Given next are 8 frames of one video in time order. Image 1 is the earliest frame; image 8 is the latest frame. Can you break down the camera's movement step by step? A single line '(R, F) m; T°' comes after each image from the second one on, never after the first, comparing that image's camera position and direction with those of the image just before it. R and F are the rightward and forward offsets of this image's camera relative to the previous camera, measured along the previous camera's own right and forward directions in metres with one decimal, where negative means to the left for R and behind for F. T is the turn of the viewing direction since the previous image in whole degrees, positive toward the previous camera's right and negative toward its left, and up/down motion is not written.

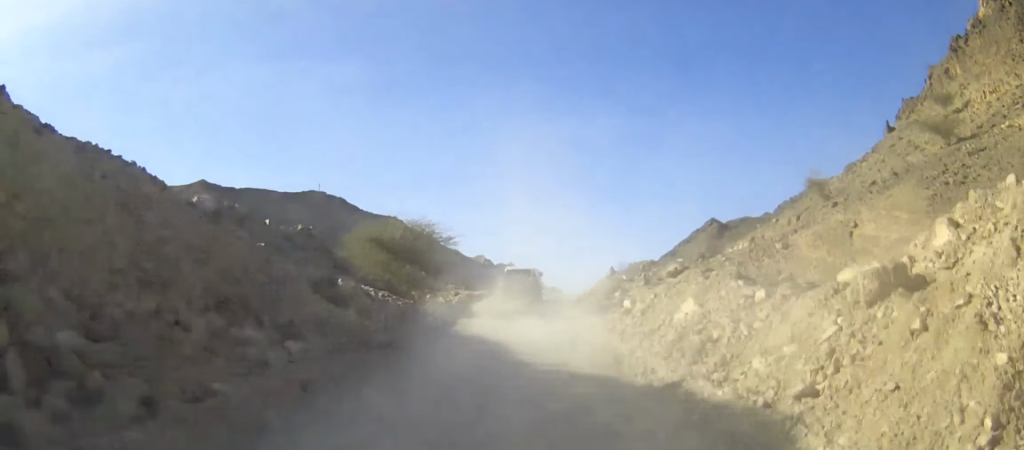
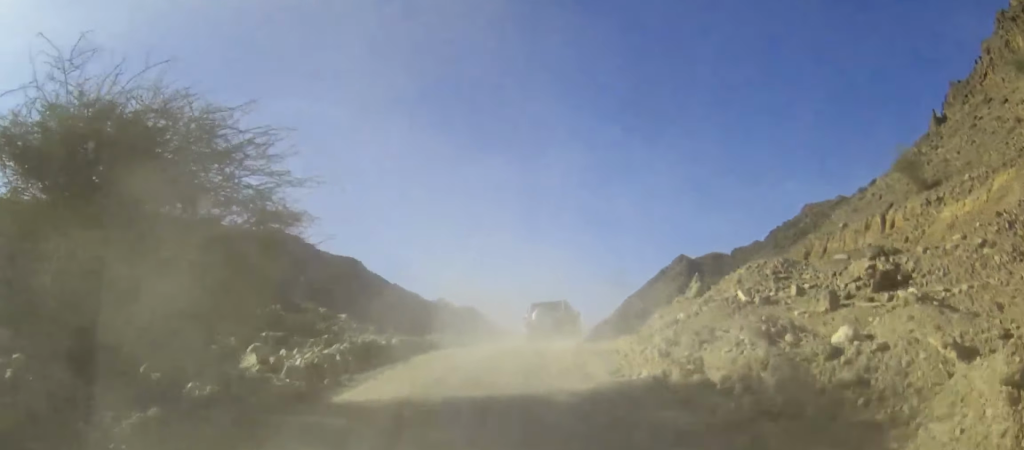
(+0.4, +21.1) m; +3°
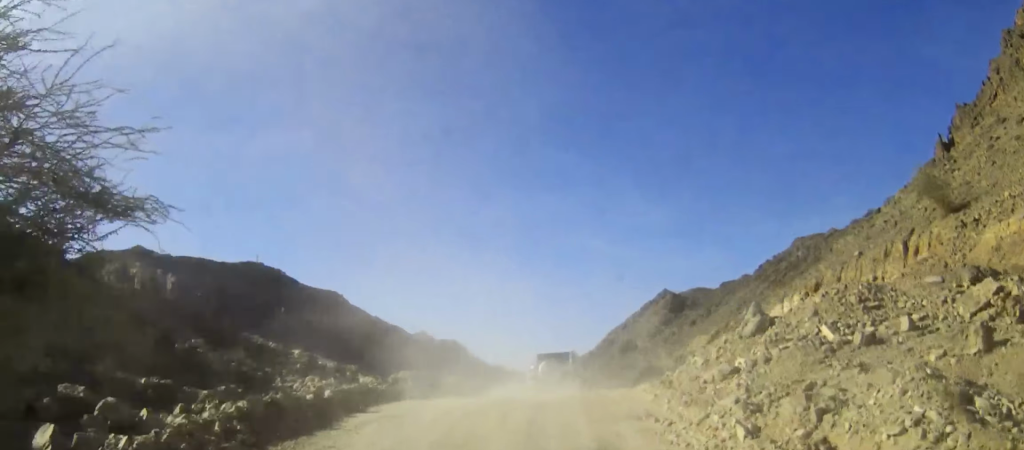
(0.0, +6.0) m; +2°
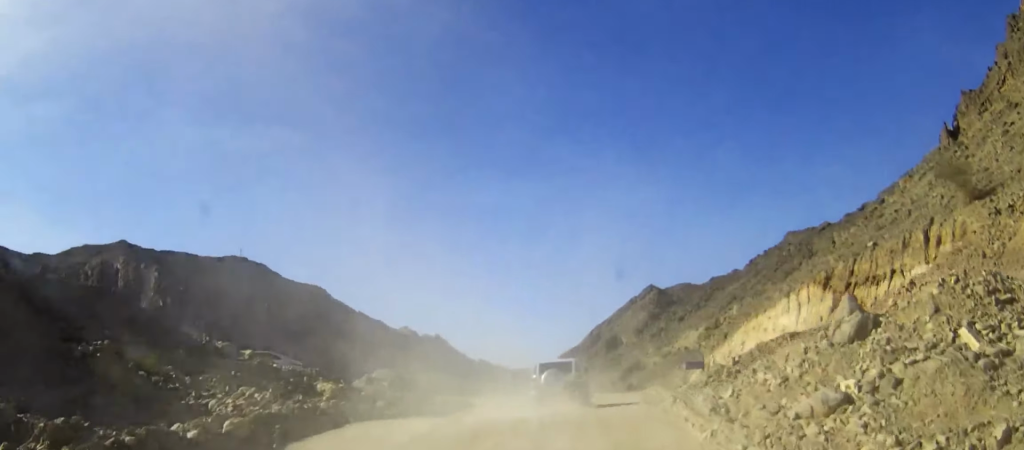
(+0.1, +4.5) m; +2°
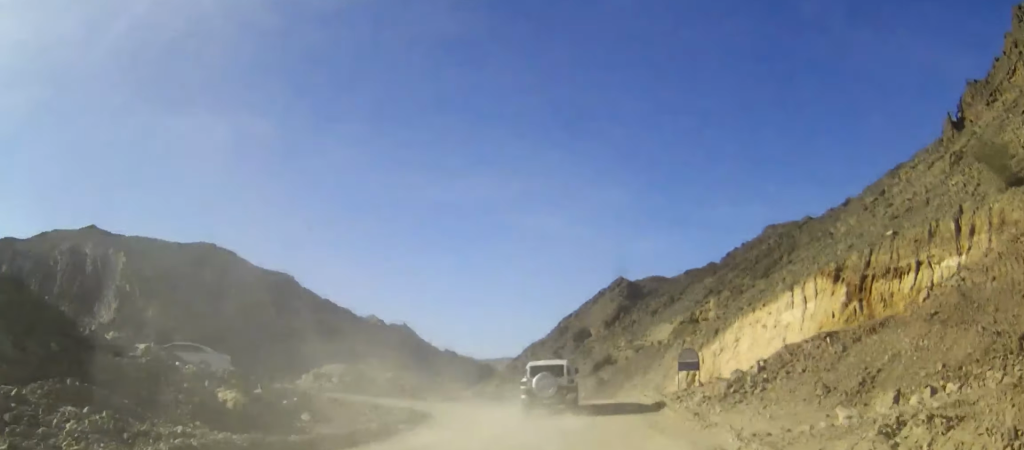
(+0.1, +6.2) m; +3°
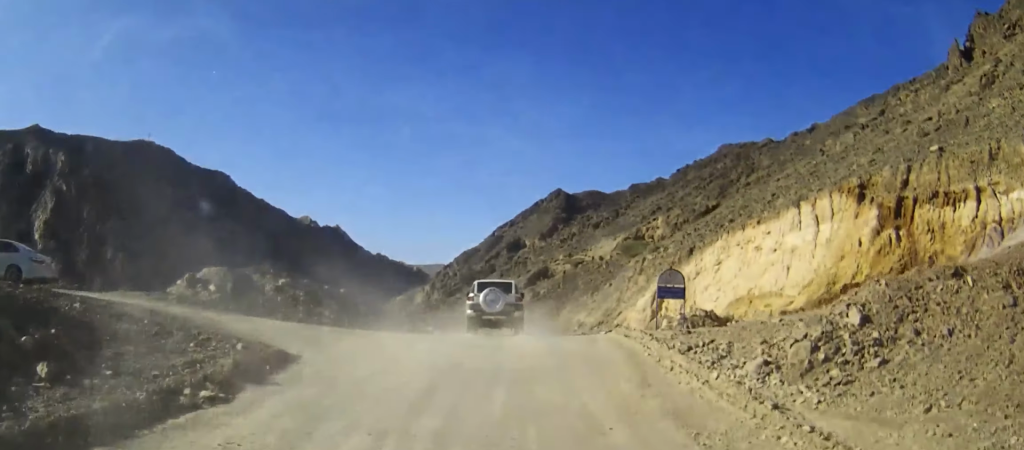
(+0.5, +9.6) m; +5°
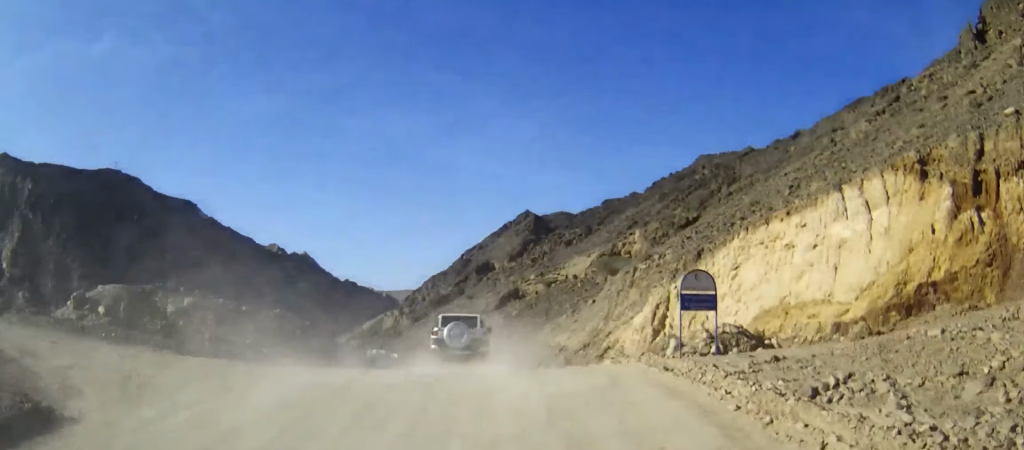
(+0.2, +6.6) m; +2°
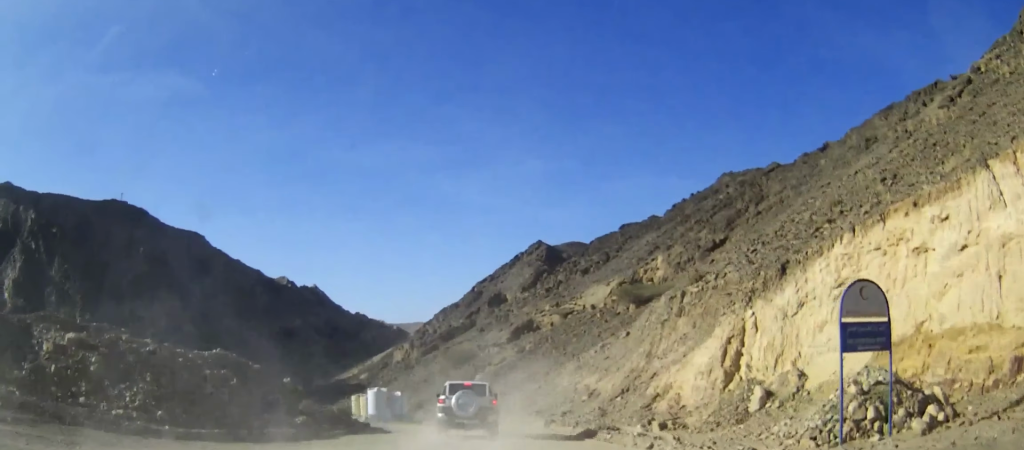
(0.0, +9.0) m; 0°
